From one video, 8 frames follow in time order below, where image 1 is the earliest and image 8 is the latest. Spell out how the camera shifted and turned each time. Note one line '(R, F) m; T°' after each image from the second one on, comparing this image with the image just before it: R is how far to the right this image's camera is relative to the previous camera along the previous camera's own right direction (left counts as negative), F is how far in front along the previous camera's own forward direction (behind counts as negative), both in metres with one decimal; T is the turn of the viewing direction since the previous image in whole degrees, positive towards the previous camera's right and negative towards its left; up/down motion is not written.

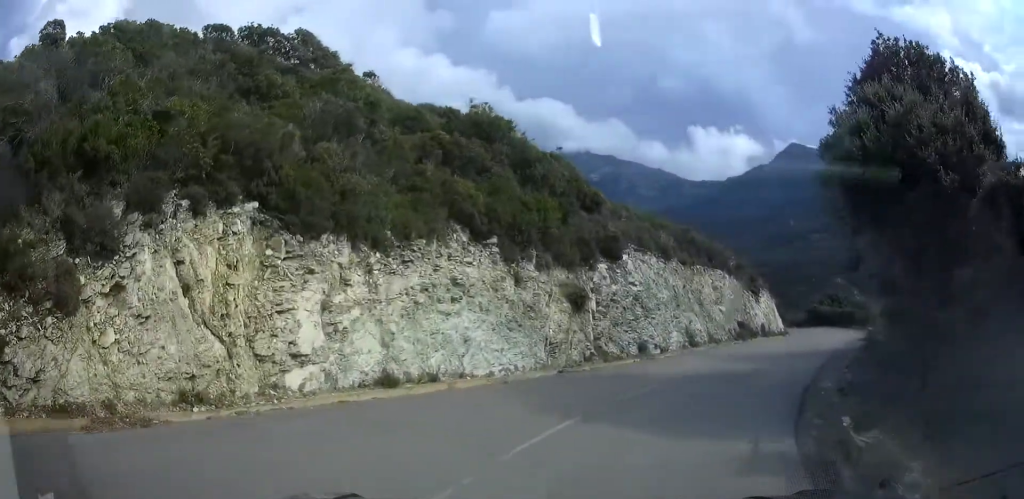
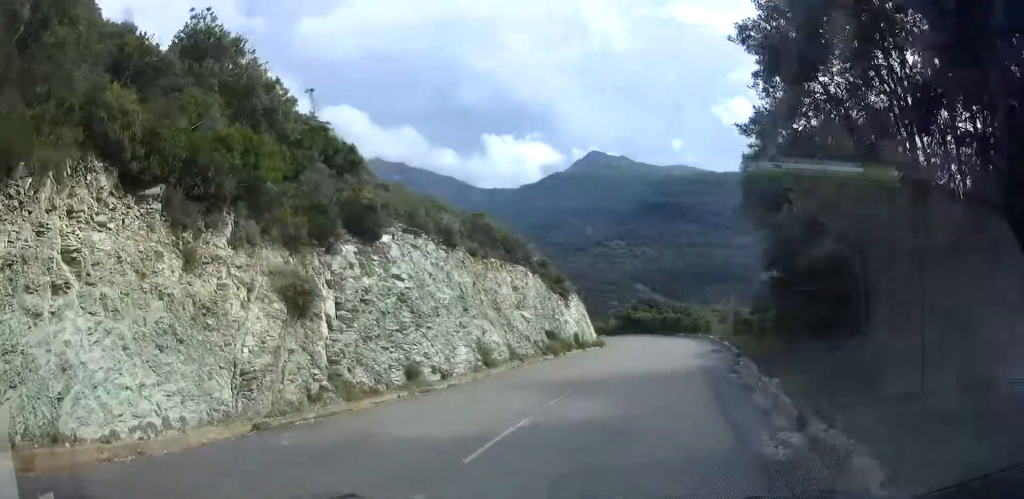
(+1.8, +6.9) m; +25°
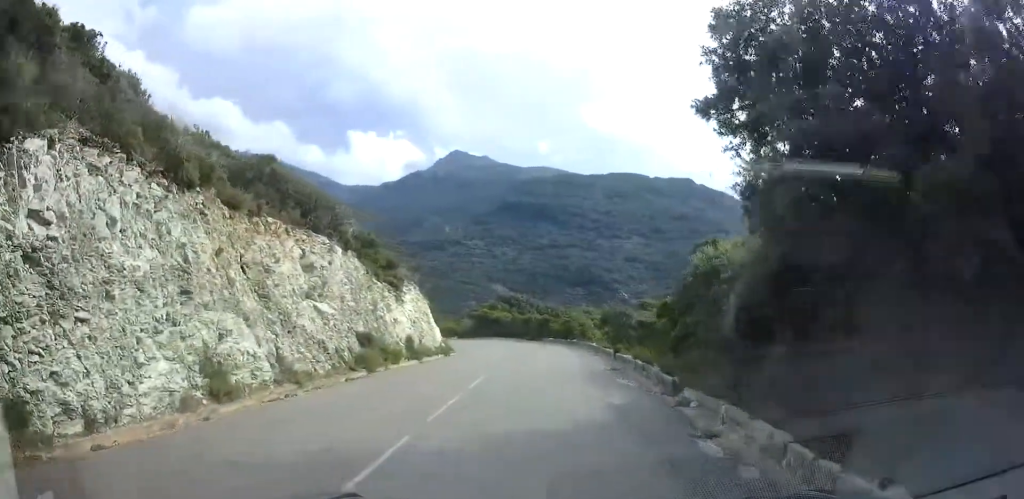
(+2.2, +9.7) m; +16°
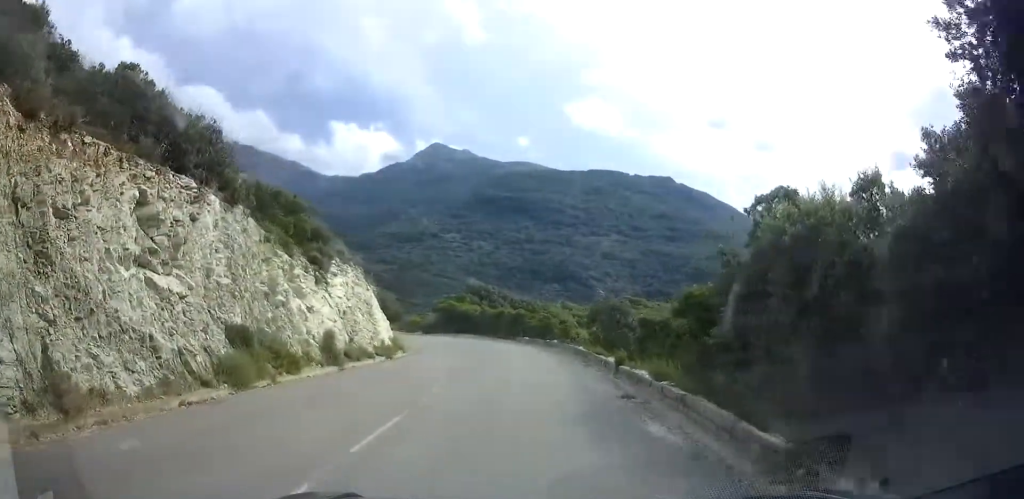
(+0.4, +8.1) m; +2°
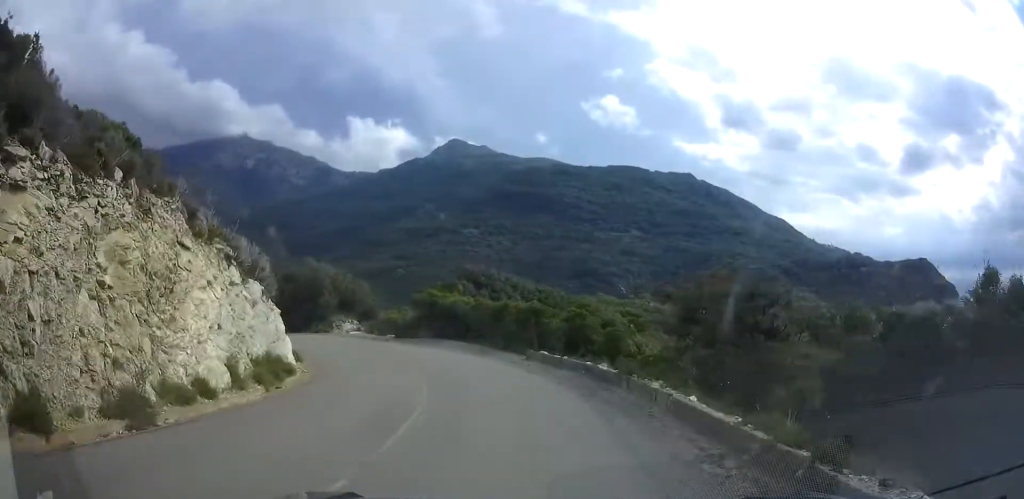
(-0.5, +18.0) m; -6°
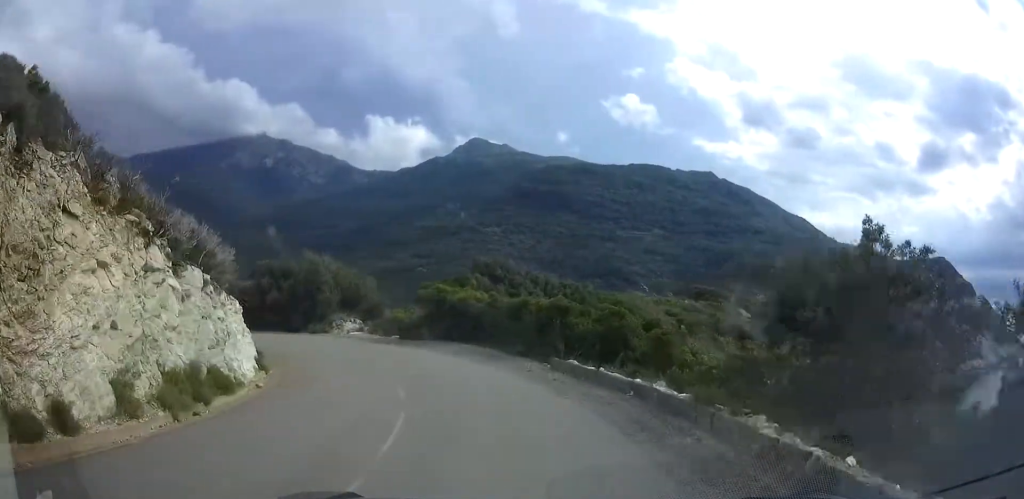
(-0.2, +4.8) m; -3°
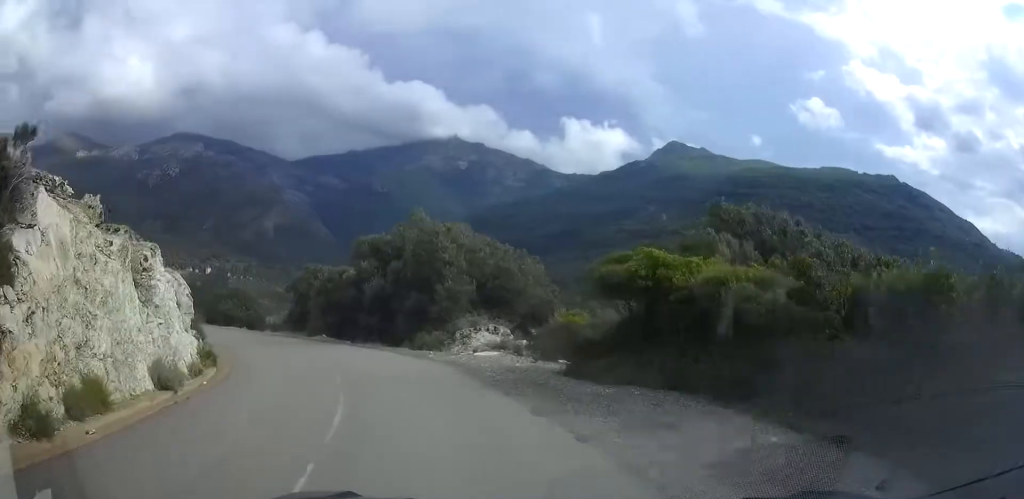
(-2.0, +17.7) m; -17°
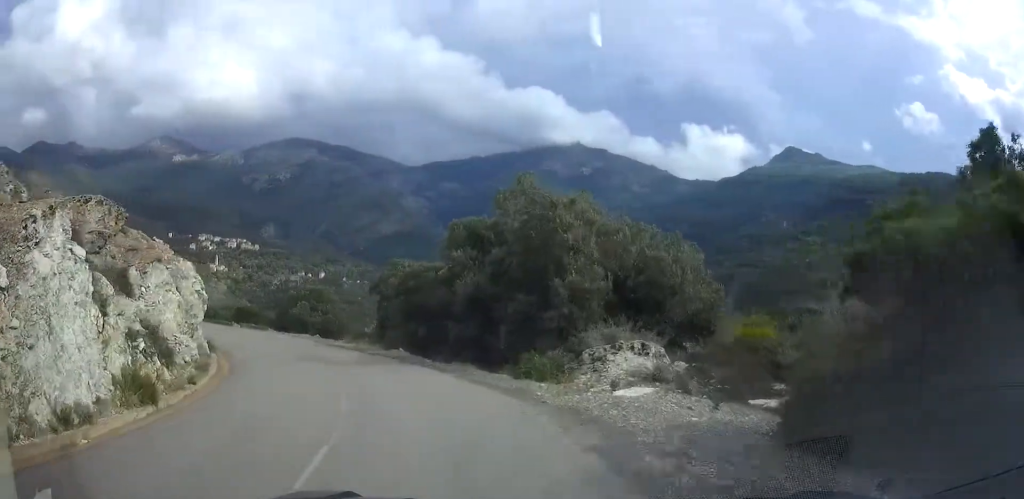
(-0.7, +8.0) m; -11°
